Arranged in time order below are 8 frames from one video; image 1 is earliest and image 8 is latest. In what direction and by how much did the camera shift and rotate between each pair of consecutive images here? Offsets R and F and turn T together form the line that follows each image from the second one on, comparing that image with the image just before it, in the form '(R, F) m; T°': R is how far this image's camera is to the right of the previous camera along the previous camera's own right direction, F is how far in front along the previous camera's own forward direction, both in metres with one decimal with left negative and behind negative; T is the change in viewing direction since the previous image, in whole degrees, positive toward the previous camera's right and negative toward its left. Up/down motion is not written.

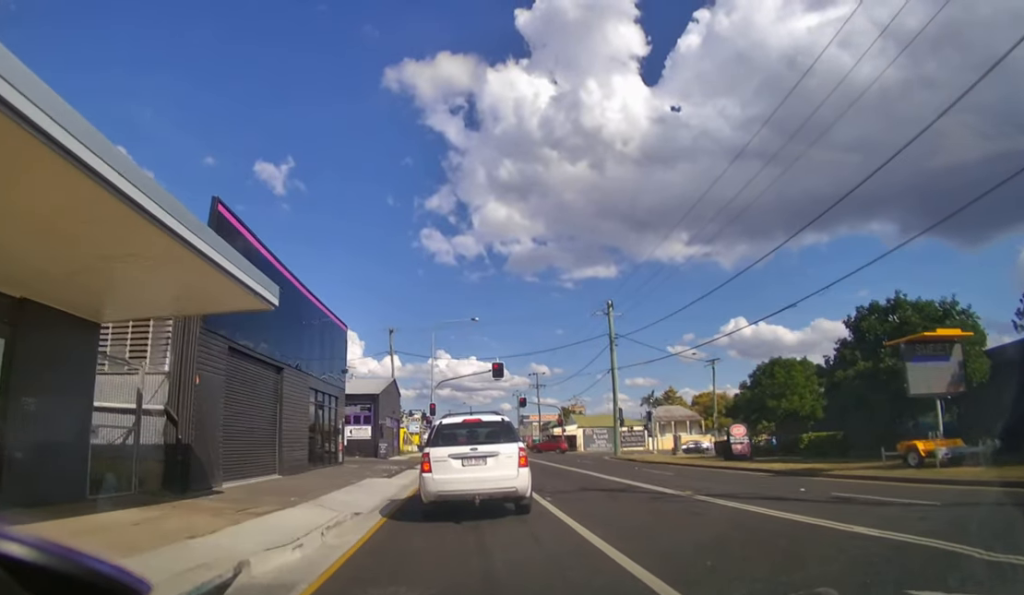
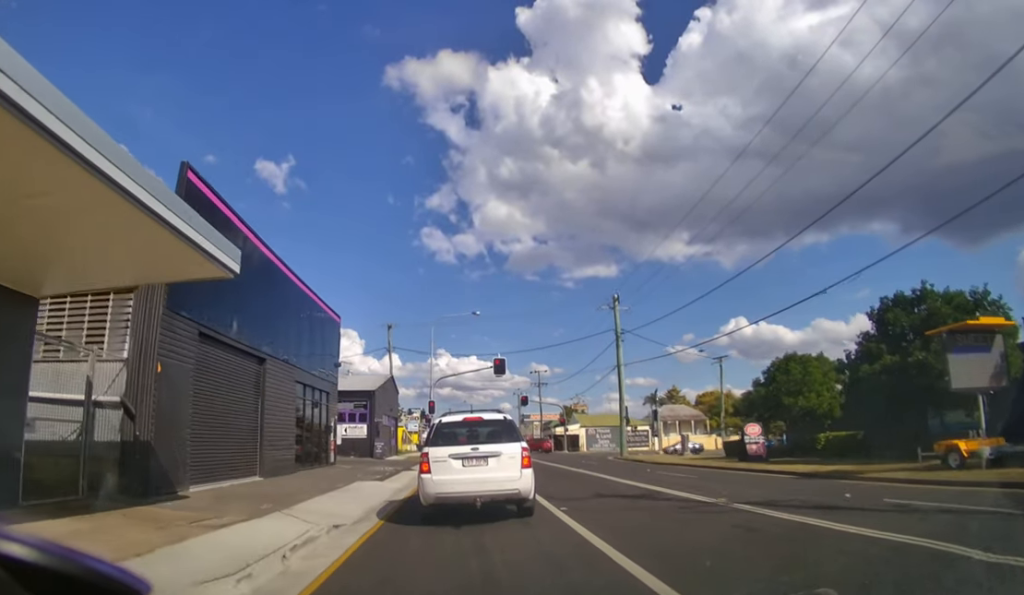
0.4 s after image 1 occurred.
(0.0, +1.6) m; 0°
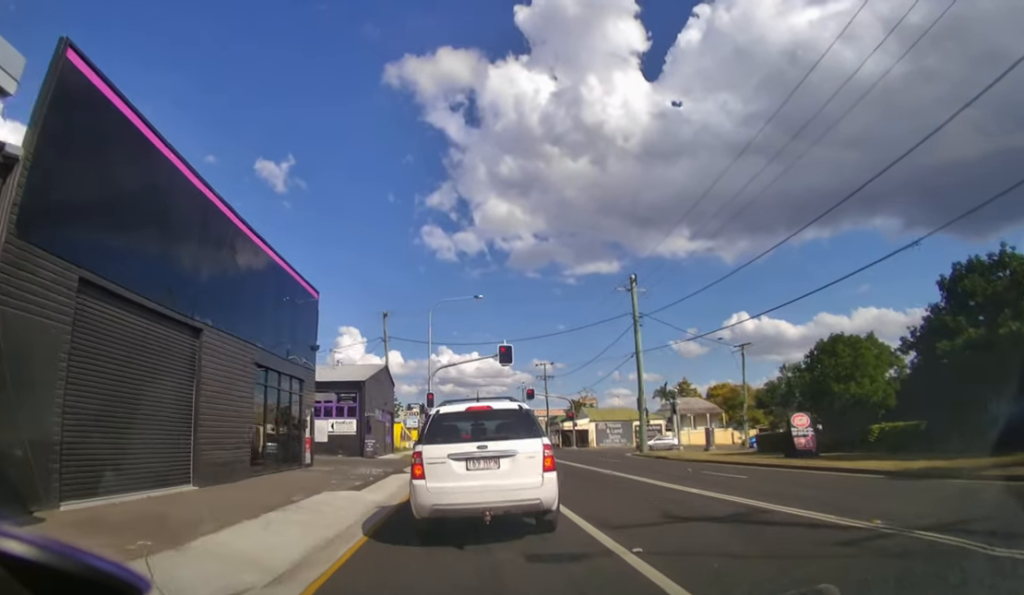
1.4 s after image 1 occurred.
(0.0, +3.5) m; +2°
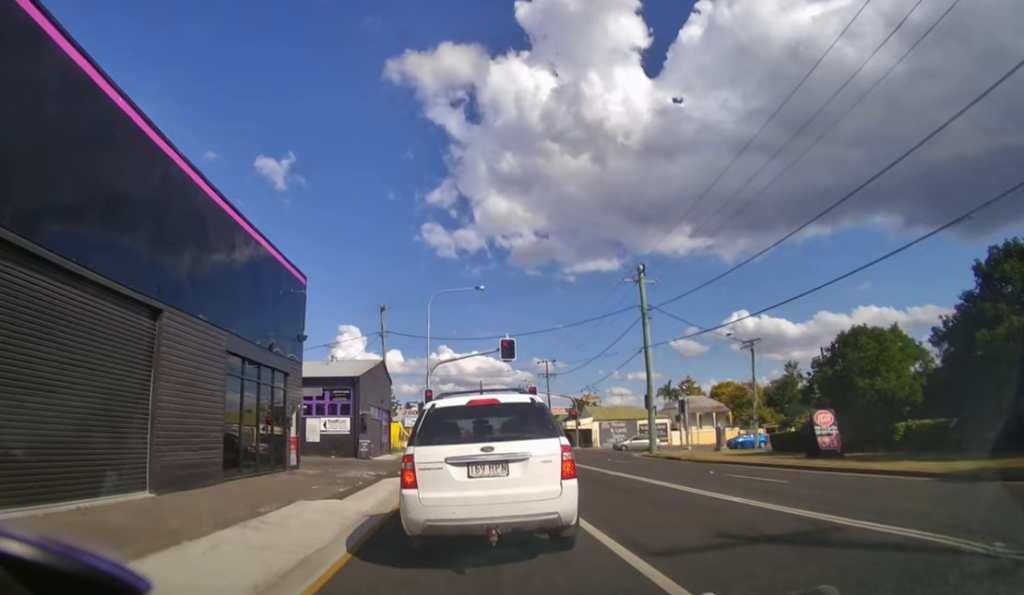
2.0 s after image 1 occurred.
(0.0, +1.3) m; 0°
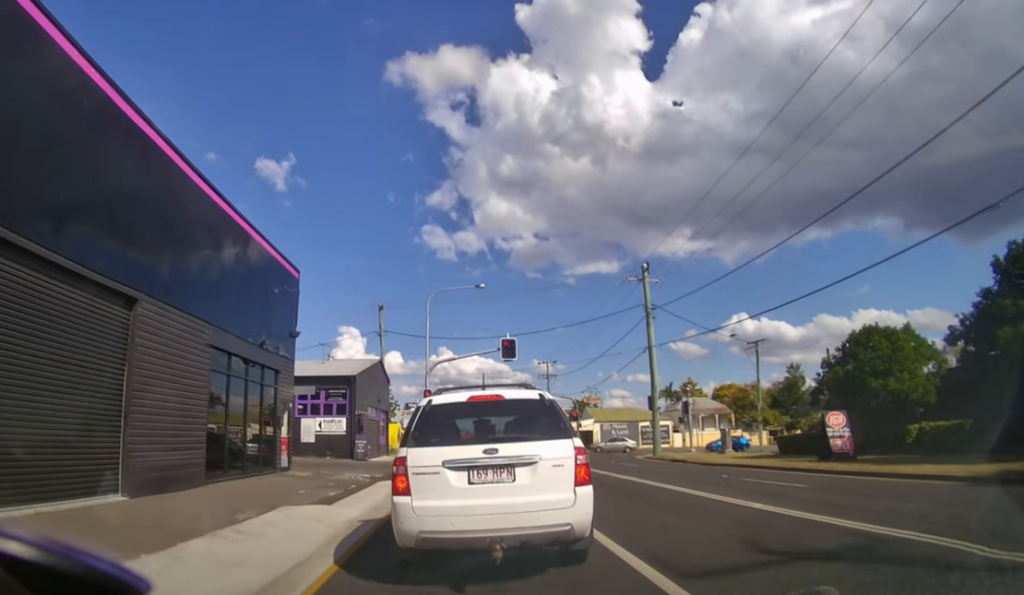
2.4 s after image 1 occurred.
(0.0, +0.8) m; 0°
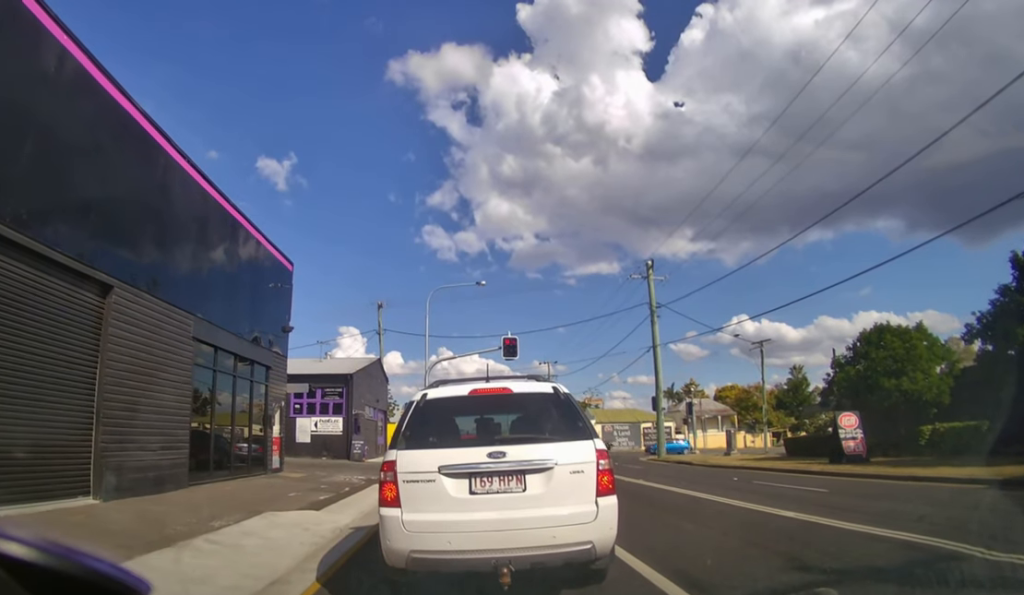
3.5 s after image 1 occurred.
(-0.2, +0.4) m; 0°
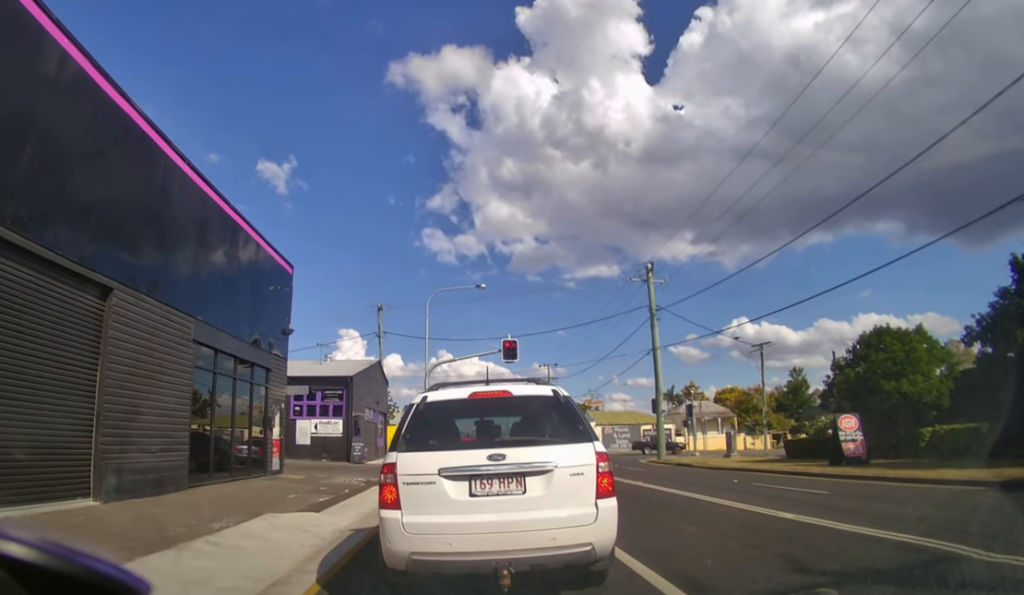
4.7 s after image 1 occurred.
(-0.1, 0.0) m; 0°
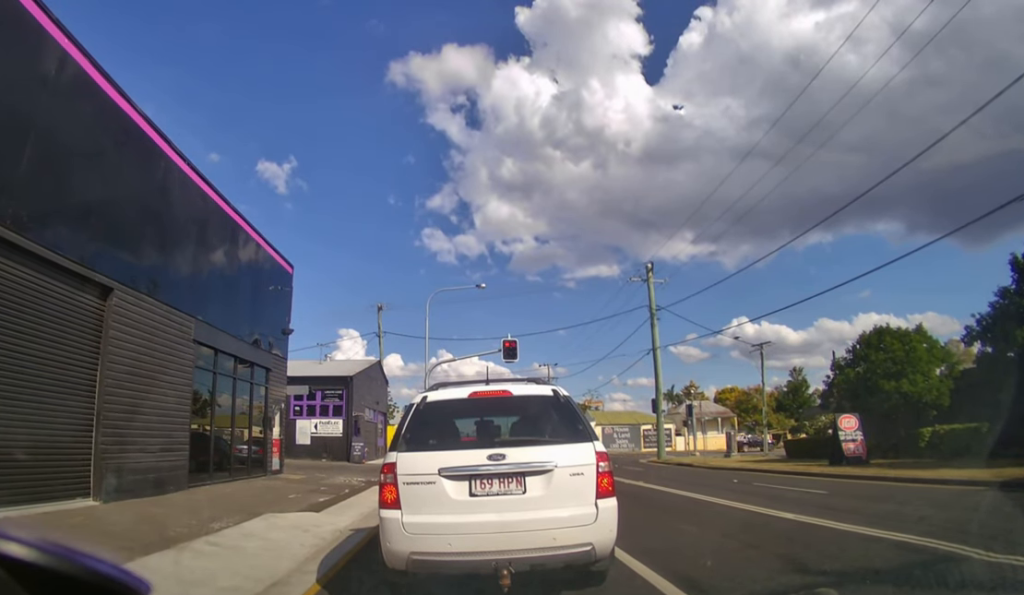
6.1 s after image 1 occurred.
(0.0, 0.0) m; 0°
